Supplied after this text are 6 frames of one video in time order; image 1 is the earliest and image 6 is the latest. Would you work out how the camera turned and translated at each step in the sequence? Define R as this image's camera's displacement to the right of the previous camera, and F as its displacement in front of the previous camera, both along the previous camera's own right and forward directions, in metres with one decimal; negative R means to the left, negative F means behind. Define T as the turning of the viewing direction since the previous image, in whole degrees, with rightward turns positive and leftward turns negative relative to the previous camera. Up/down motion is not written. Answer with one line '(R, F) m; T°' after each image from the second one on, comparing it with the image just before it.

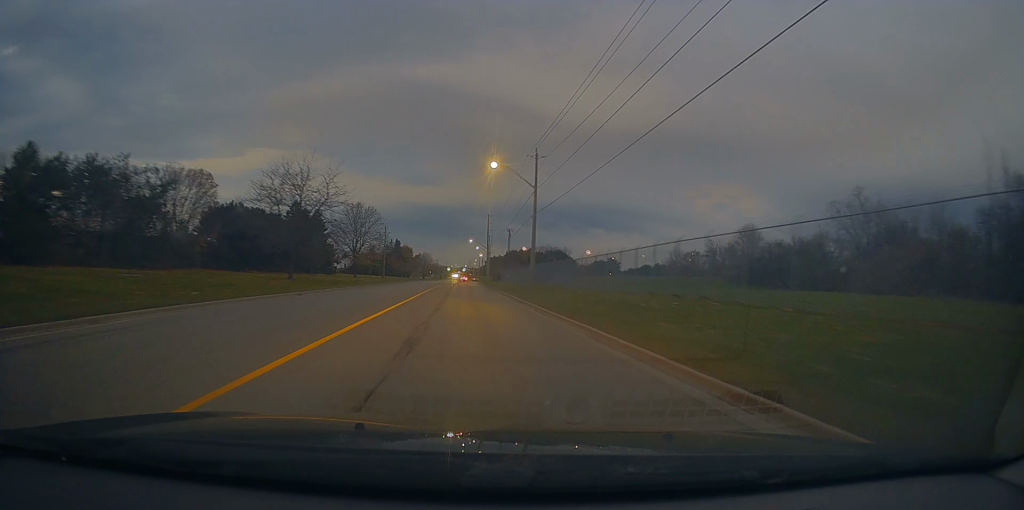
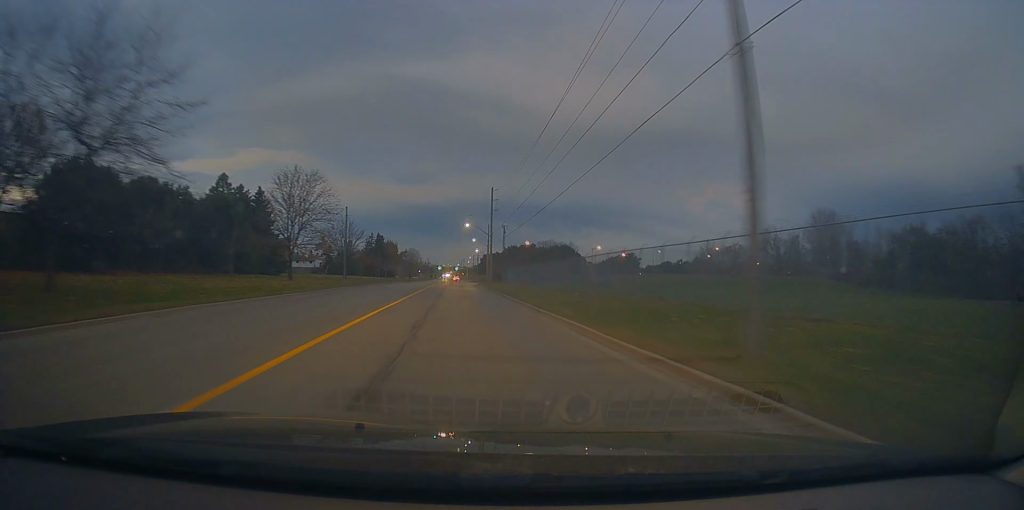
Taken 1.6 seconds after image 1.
(-0.8, +29.1) m; -2°
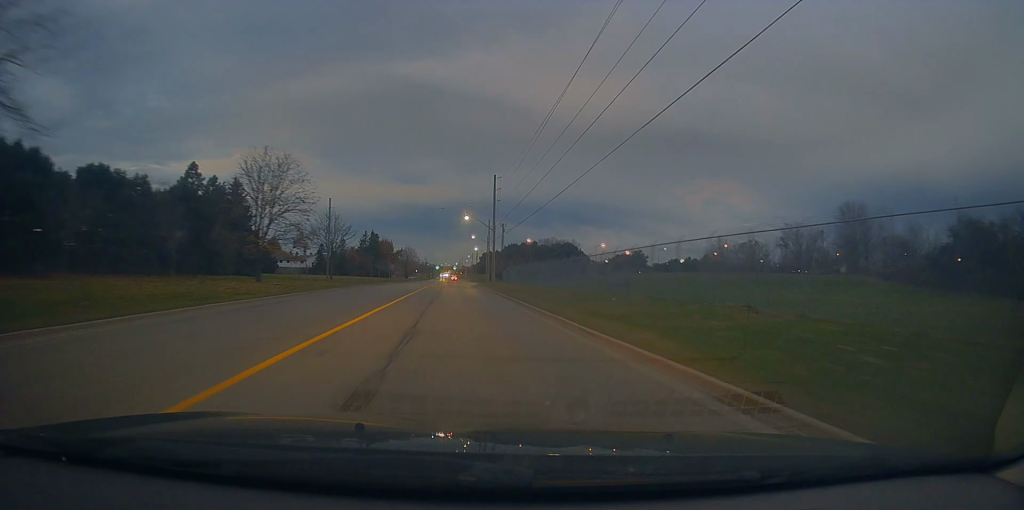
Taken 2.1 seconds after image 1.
(0.0, +8.3) m; +1°
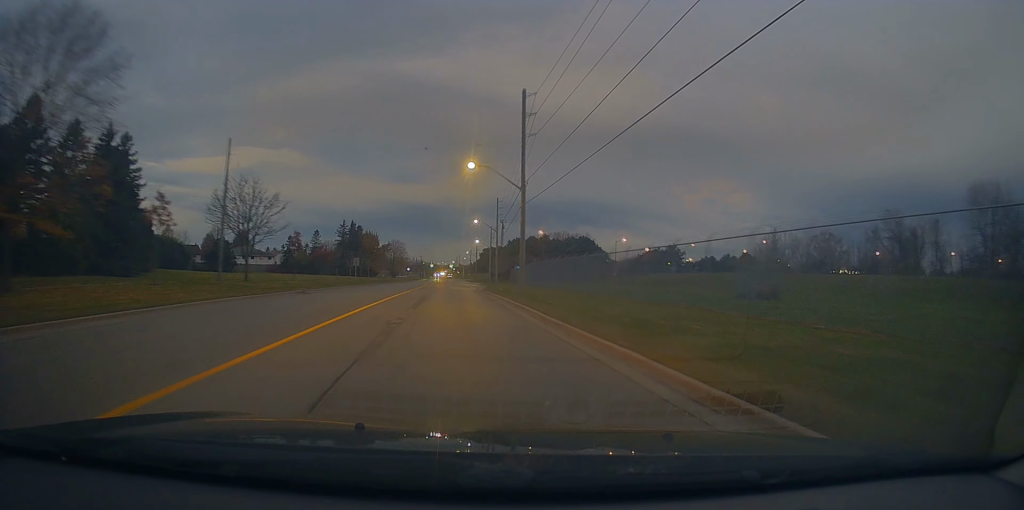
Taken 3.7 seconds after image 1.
(+1.0, +28.3) m; +1°
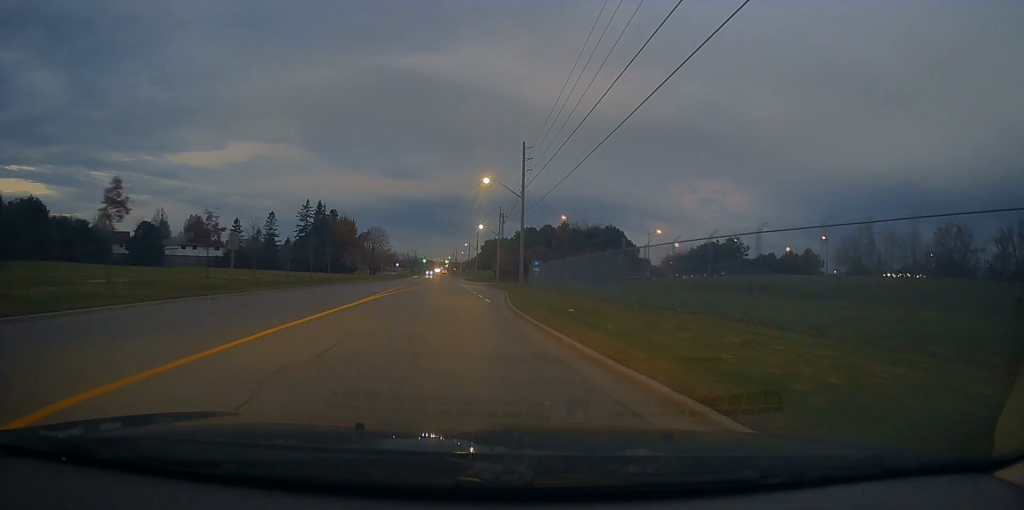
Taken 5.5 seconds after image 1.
(0.0, +32.0) m; +2°
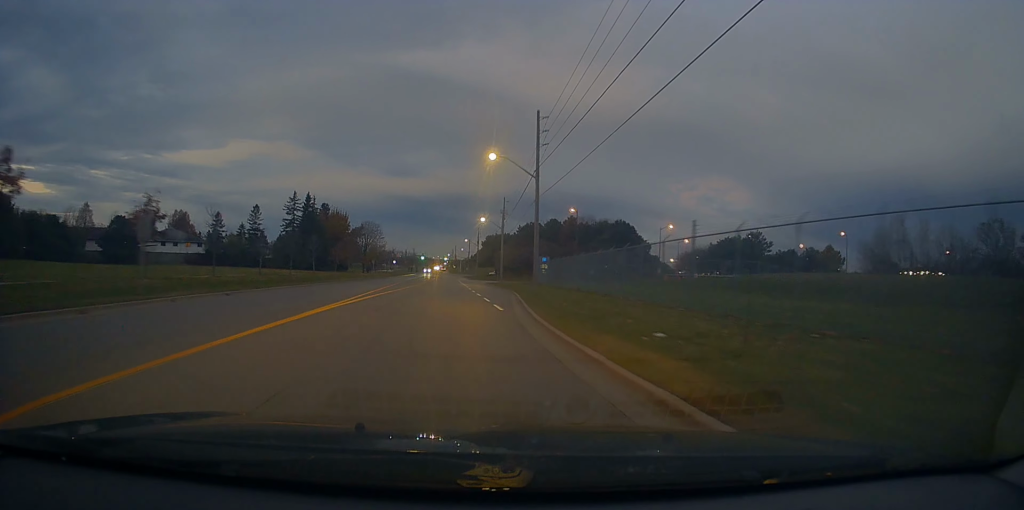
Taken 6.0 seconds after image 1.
(0.0, +8.3) m; 0°
